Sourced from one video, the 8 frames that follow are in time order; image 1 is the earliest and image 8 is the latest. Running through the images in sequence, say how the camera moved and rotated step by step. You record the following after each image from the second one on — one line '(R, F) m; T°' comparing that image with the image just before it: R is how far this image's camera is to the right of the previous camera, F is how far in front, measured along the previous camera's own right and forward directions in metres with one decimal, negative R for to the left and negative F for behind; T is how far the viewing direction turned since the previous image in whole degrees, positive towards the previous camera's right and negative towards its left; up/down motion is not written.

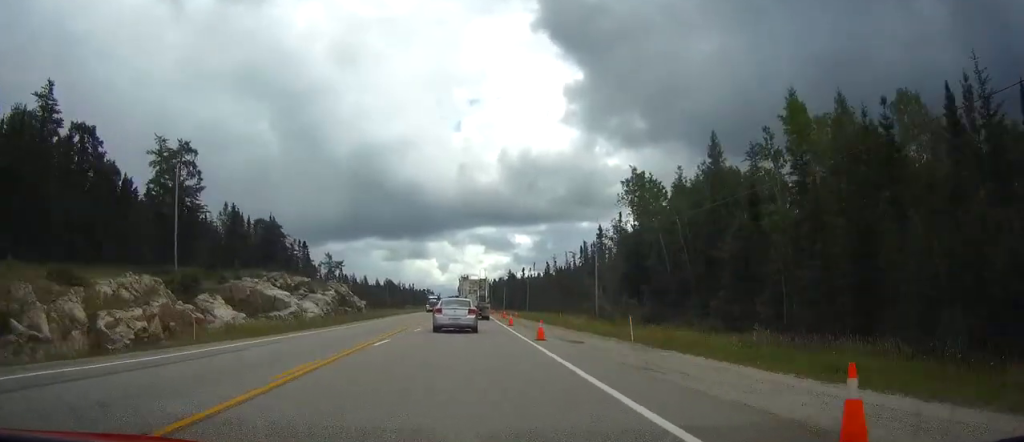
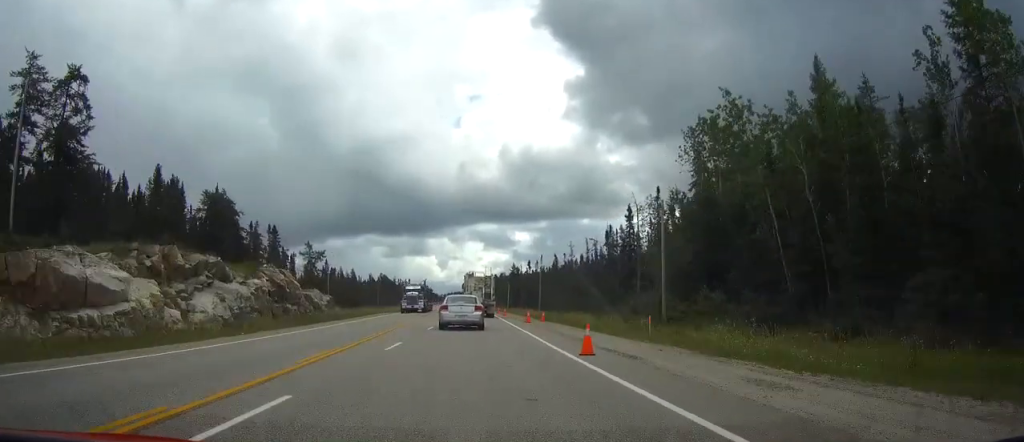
(0.0, +24.9) m; 0°
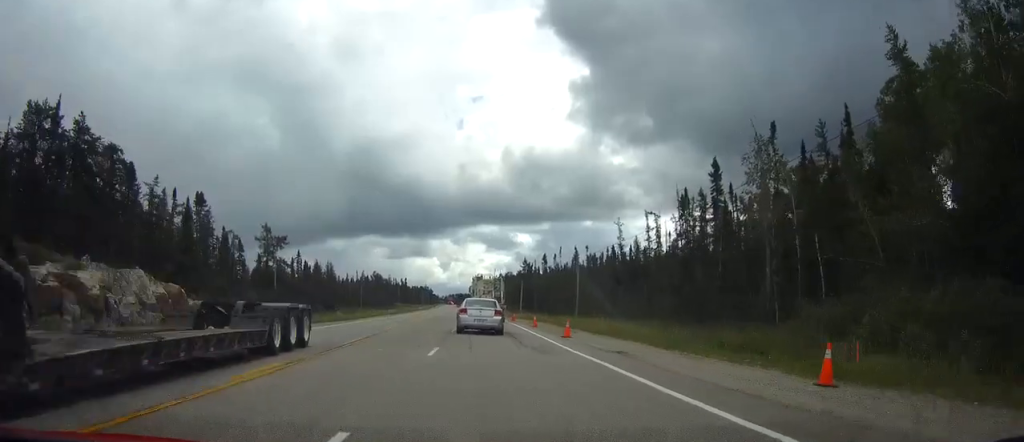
(+0.1, +39.0) m; 0°
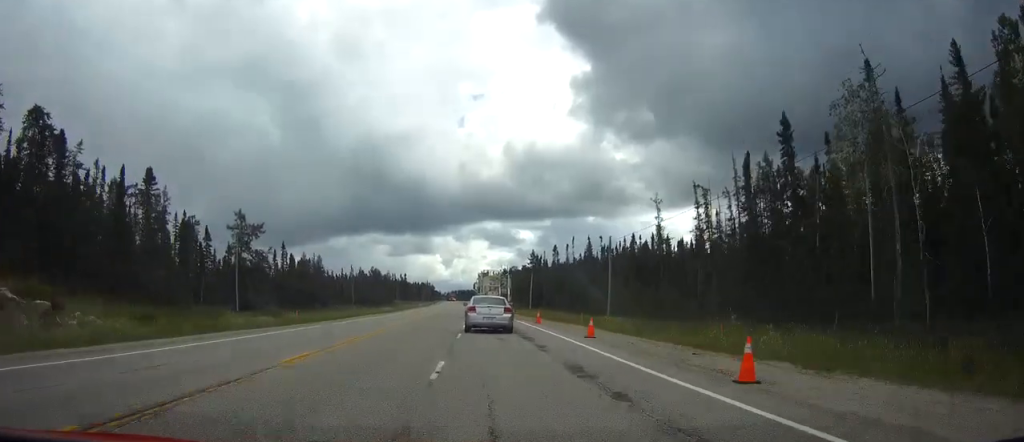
(0.0, +17.4) m; 0°
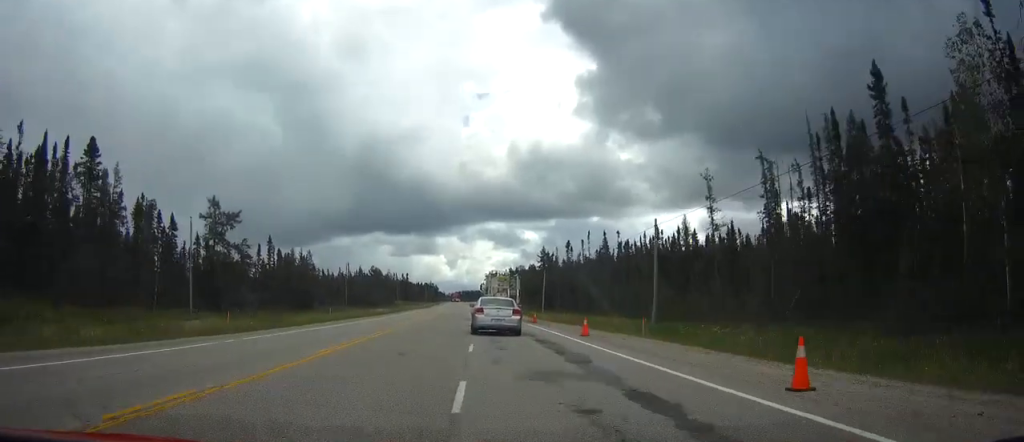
(0.0, +14.7) m; 0°
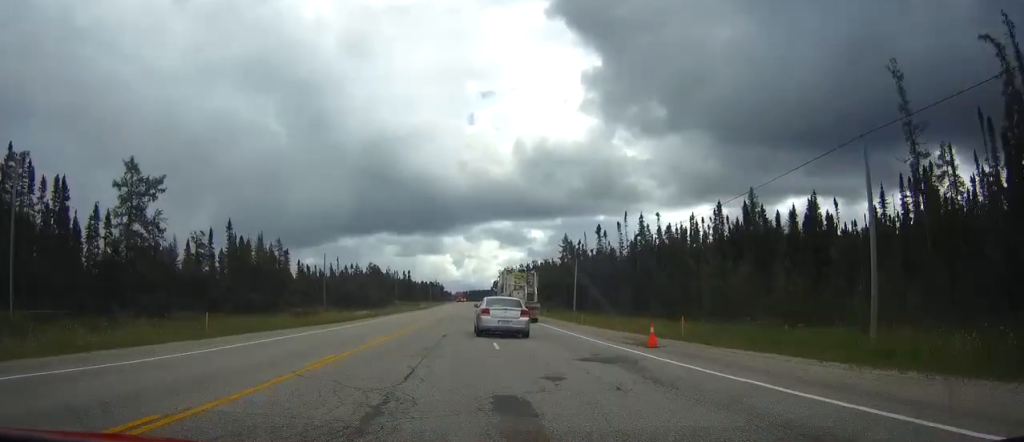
(-0.2, +29.3) m; 0°
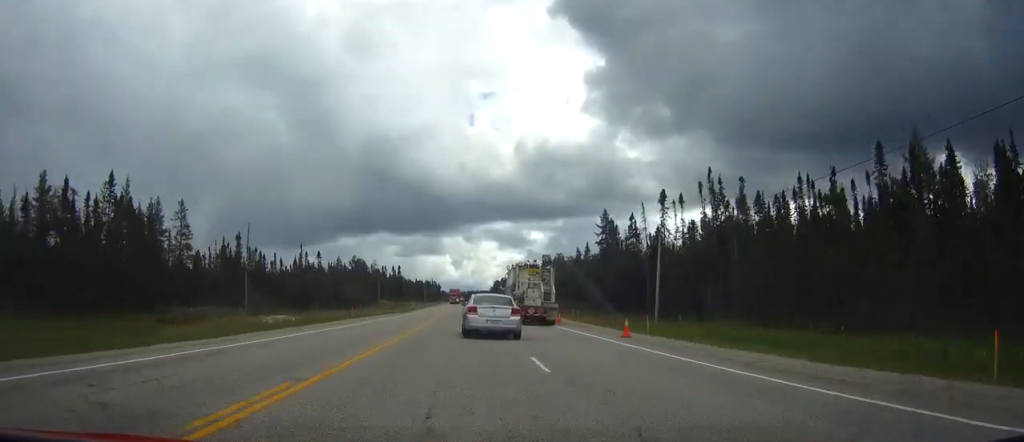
(+0.1, +42.4) m; 0°
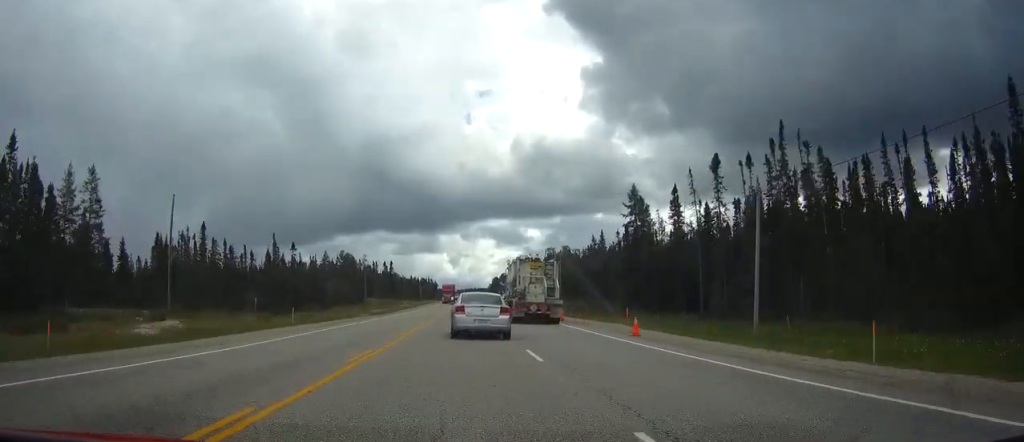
(+0.1, +20.4) m; 0°
